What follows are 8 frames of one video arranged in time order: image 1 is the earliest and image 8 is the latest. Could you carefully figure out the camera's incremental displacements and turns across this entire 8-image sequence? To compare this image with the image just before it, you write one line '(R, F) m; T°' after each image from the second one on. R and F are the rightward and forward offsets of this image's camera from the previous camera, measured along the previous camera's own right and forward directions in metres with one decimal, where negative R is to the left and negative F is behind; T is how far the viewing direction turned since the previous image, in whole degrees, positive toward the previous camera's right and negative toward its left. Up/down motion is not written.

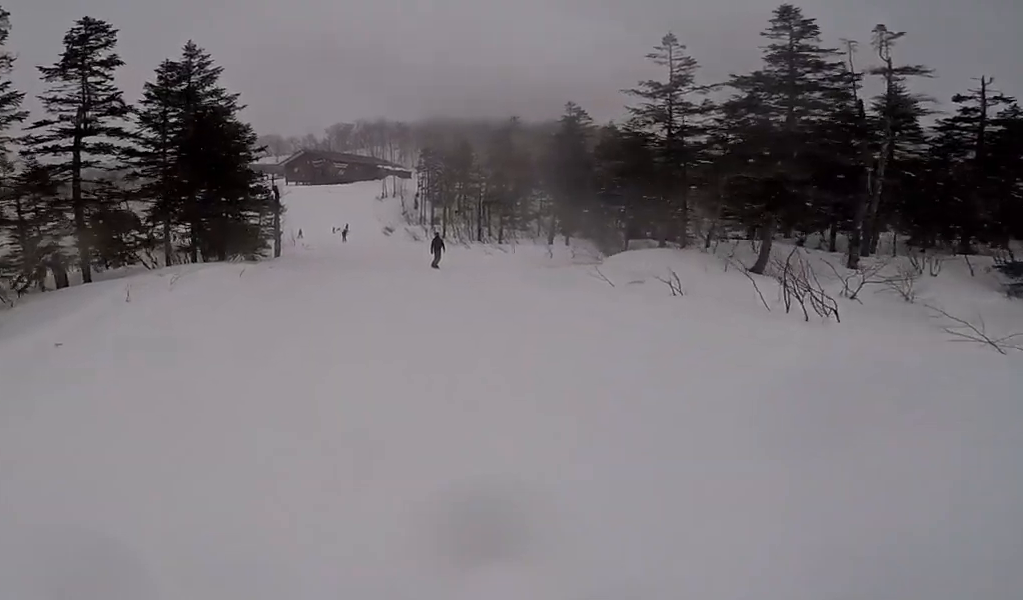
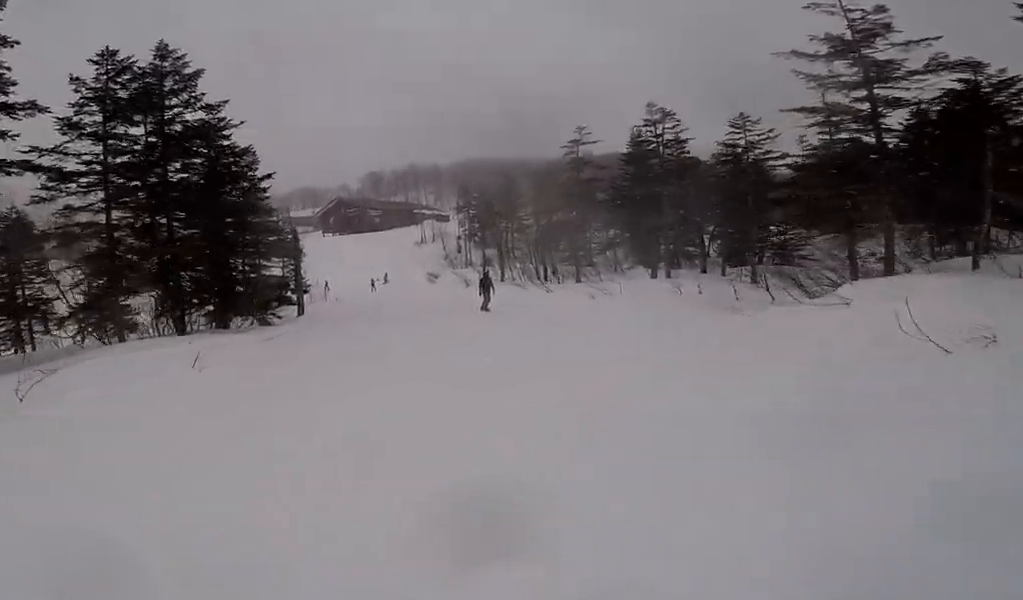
(-0.3, +7.5) m; -2°
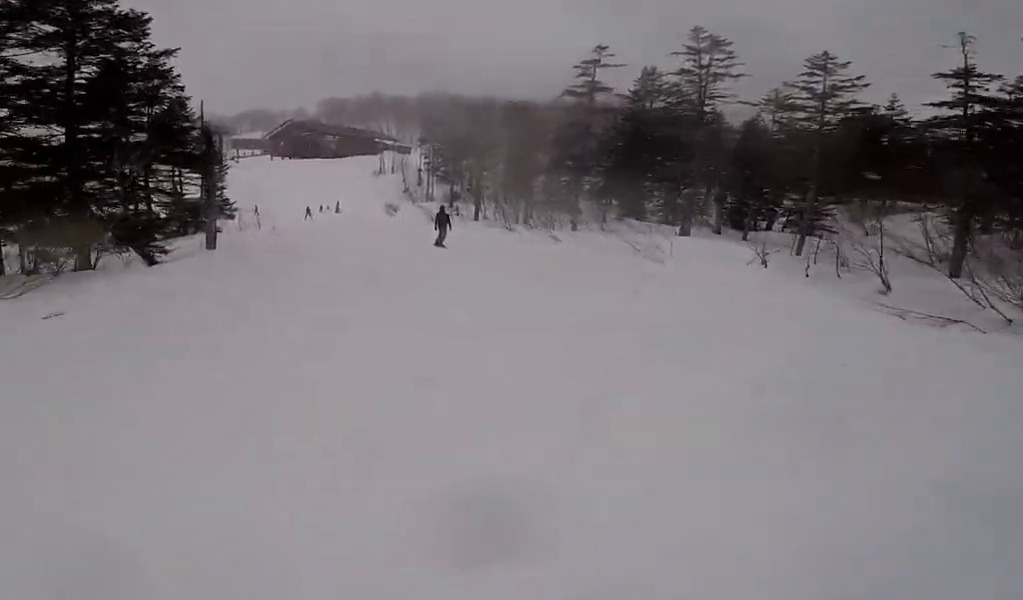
(0.0, +6.5) m; +8°
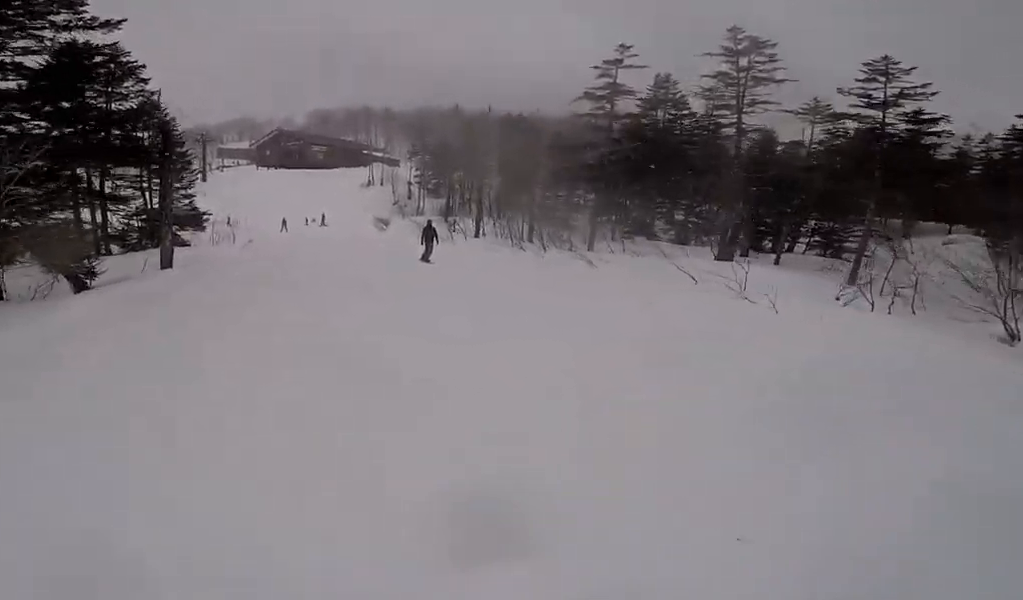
(+0.1, +3.3) m; +2°
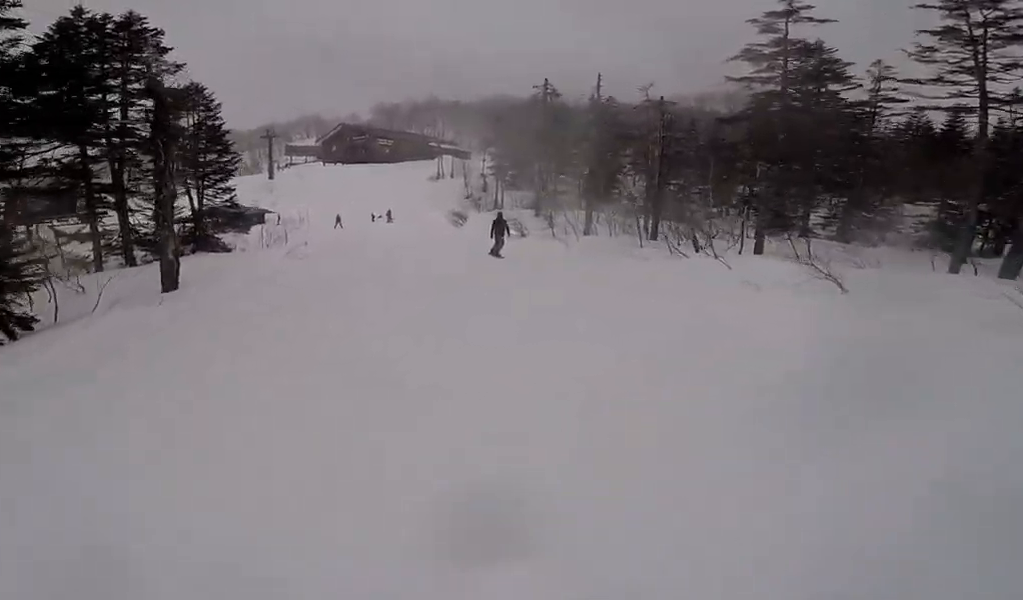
(+1.1, +5.2) m; -2°
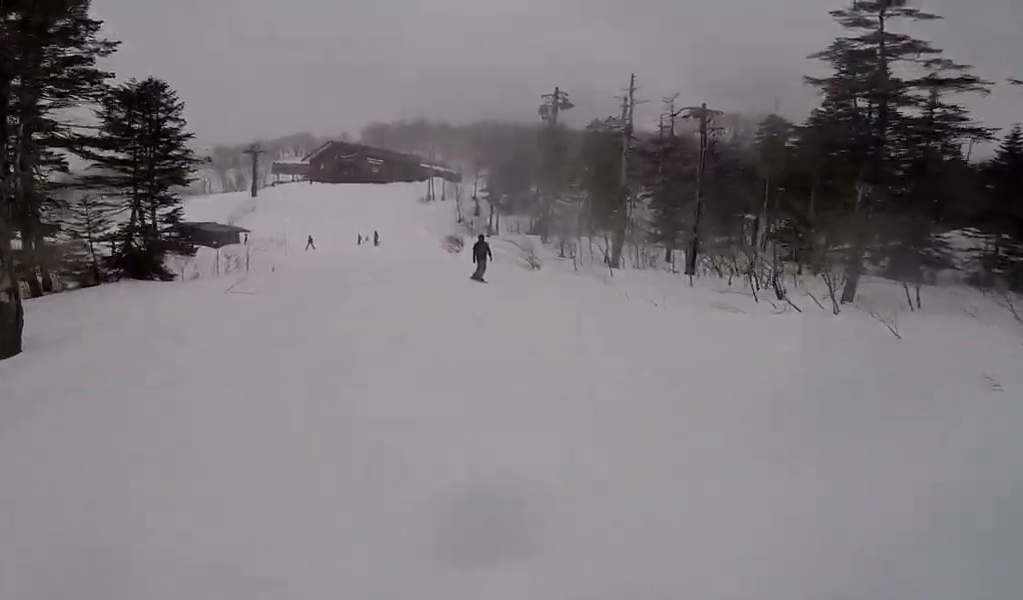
(-1.0, +4.2) m; -7°
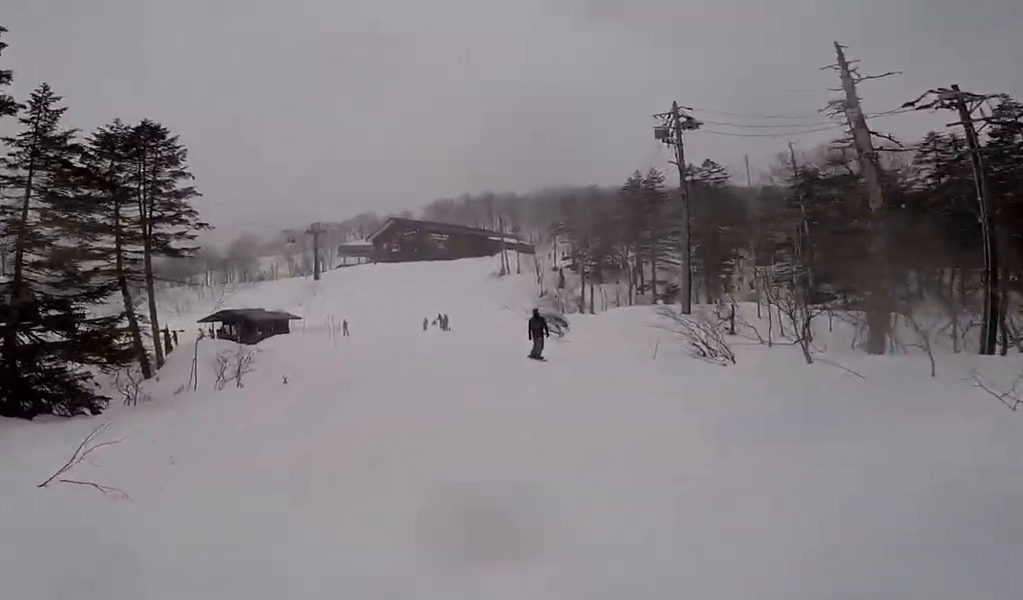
(-0.5, +8.2) m; -5°
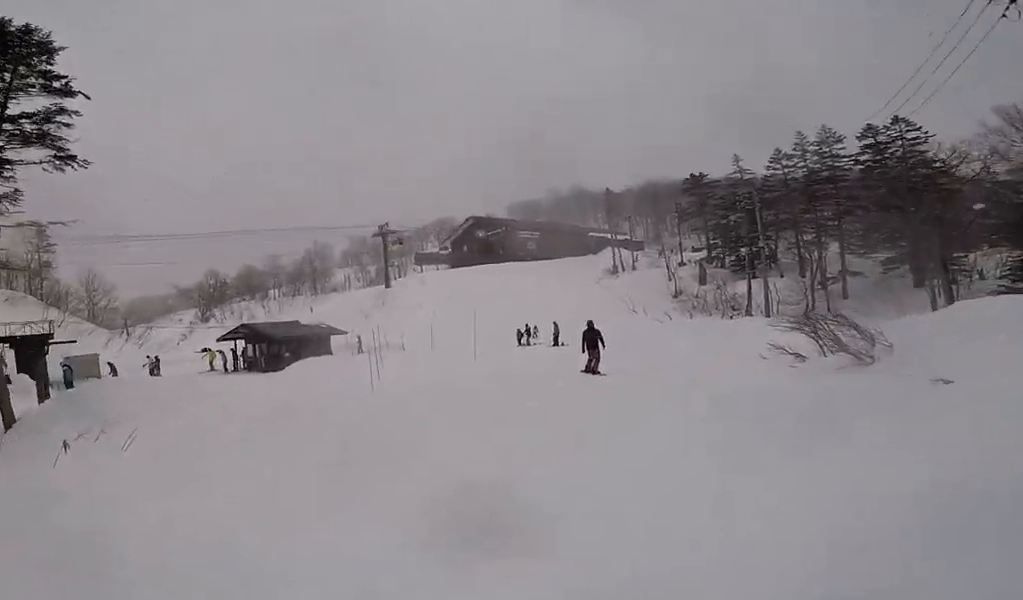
(-1.9, +11.4) m; -13°
